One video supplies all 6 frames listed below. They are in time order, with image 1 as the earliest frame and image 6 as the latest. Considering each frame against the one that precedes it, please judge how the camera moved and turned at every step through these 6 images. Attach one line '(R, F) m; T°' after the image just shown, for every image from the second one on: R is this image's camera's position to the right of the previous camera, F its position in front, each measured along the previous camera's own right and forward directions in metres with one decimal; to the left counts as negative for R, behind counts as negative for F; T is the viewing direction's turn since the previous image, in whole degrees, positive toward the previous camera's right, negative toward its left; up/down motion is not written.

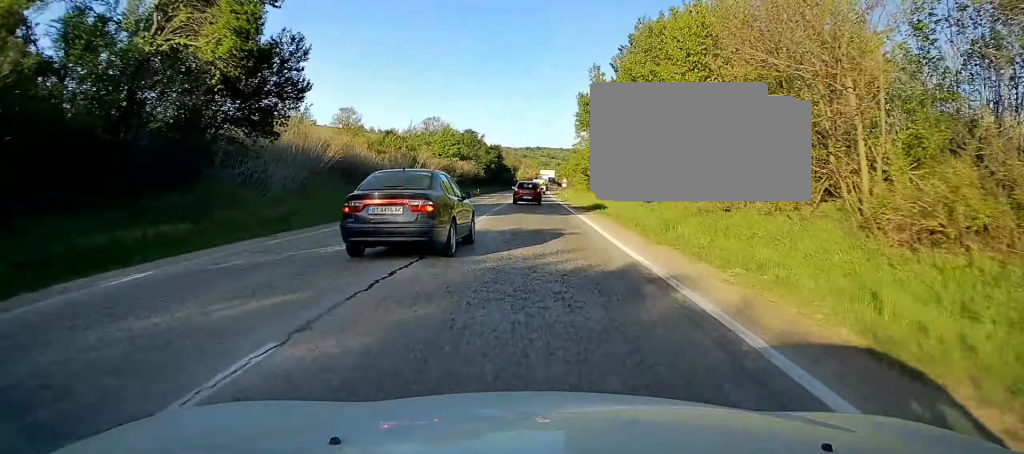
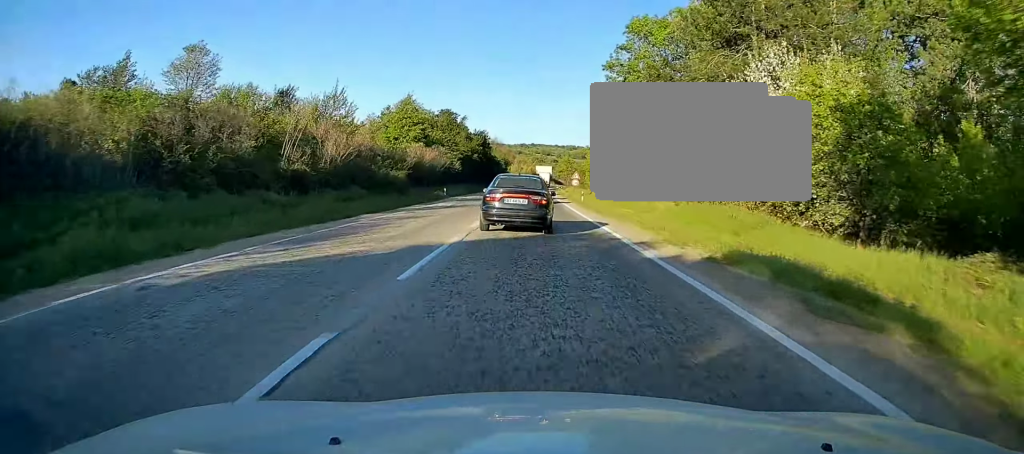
(0.0, +30.2) m; 0°
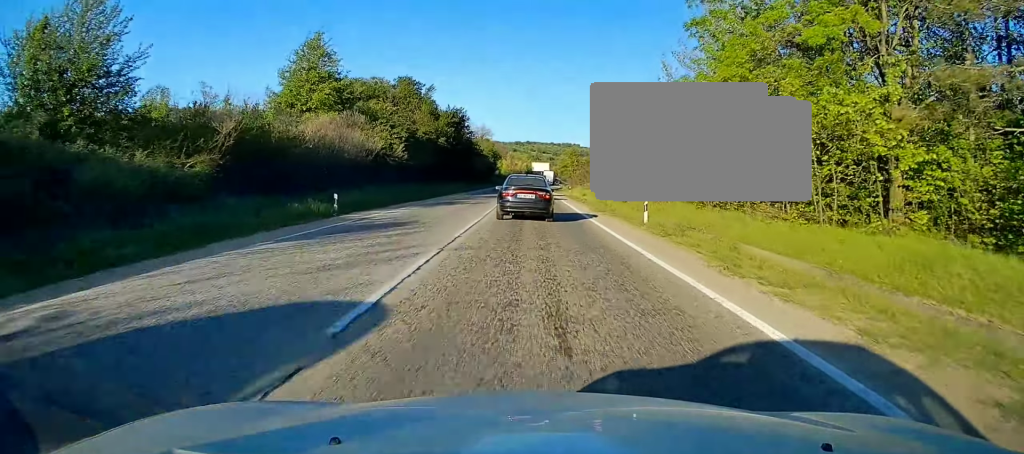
(+0.5, +30.2) m; +2°
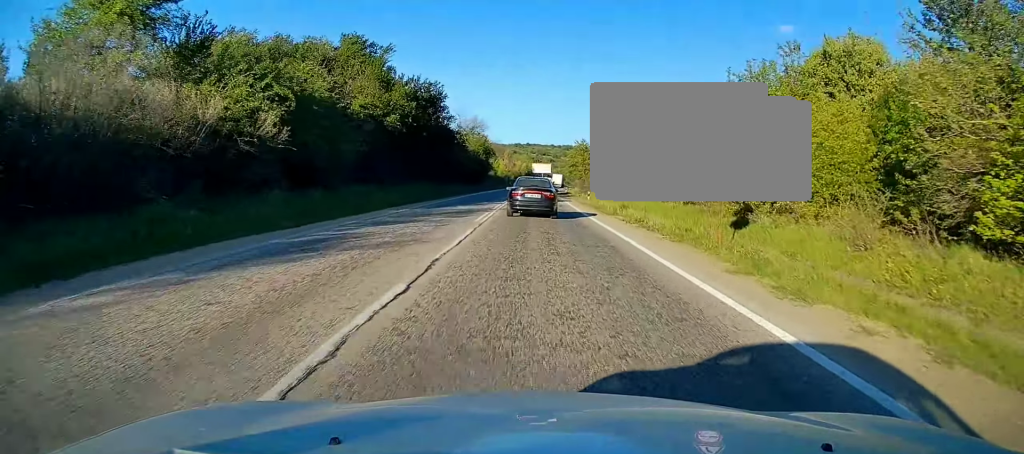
(0.0, +21.6) m; -1°
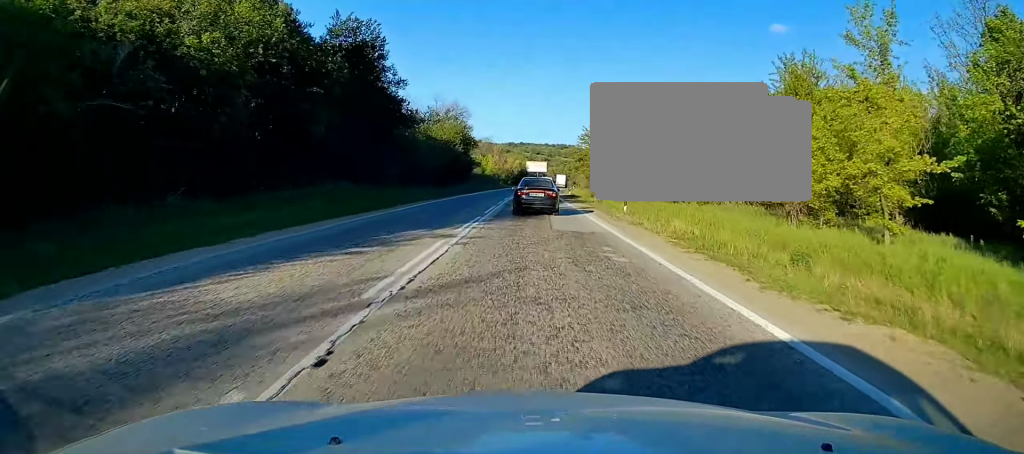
(-0.4, +21.4) m; 0°
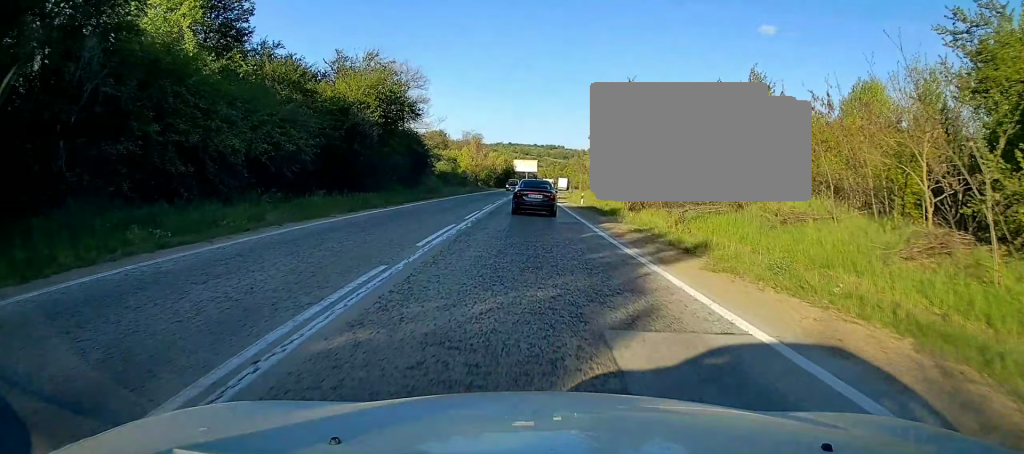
(+0.7, +30.7) m; +1°
